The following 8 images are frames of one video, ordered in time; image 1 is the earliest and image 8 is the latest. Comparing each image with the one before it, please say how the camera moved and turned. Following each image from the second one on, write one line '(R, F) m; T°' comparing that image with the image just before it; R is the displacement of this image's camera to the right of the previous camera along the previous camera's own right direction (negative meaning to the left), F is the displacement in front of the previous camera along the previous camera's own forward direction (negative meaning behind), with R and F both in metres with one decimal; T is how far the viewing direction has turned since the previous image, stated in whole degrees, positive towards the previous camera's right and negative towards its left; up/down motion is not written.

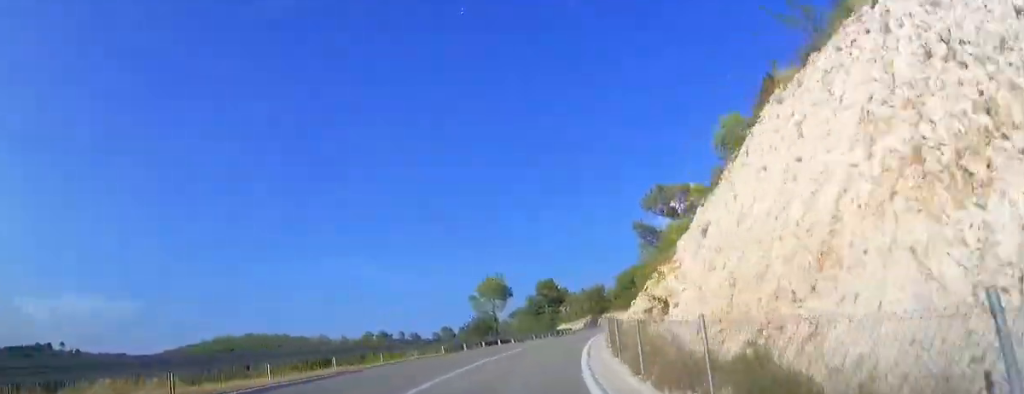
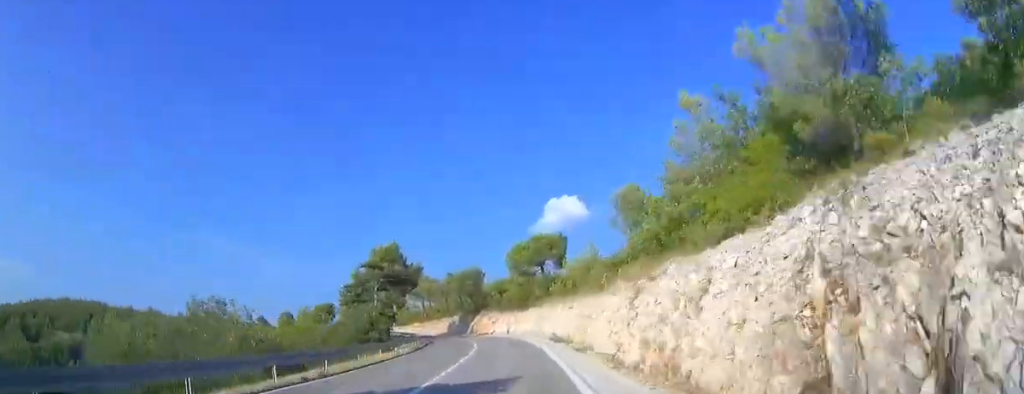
(+6.4, +45.1) m; +12°
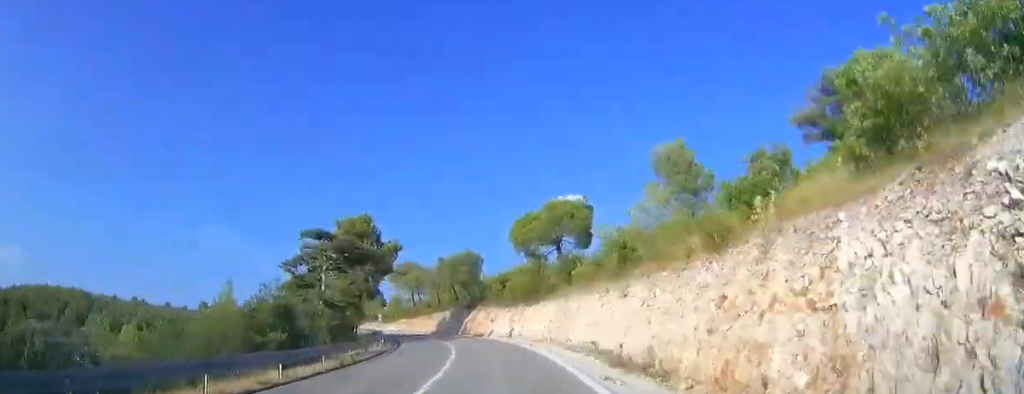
(+0.5, +15.0) m; +1°
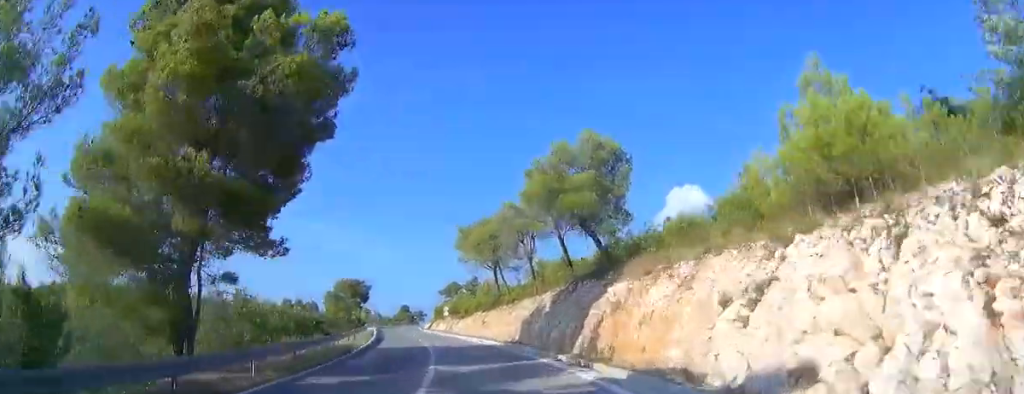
(-0.9, +37.0) m; -8°
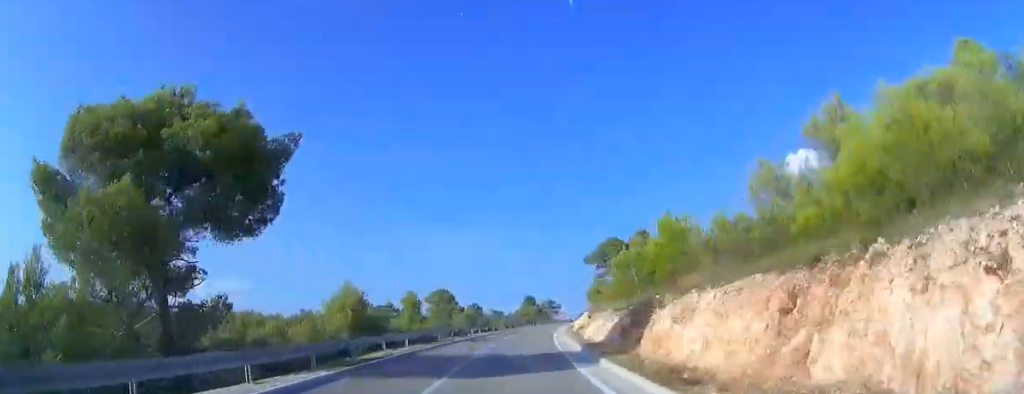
(-10.9, +67.4) m; -13°
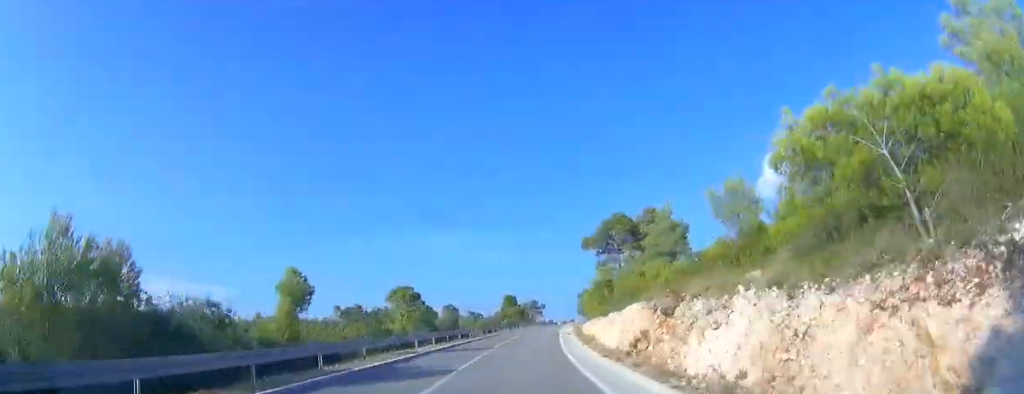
(-0.1, +19.8) m; +1°
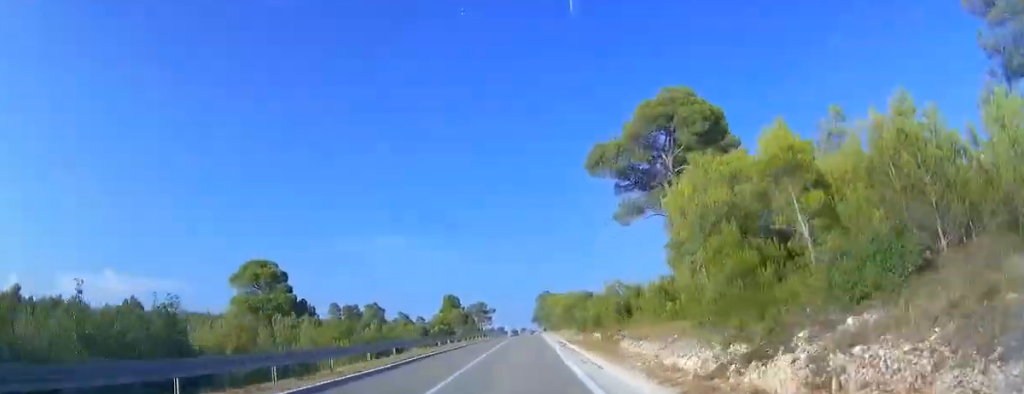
(+0.6, +38.6) m; +3°
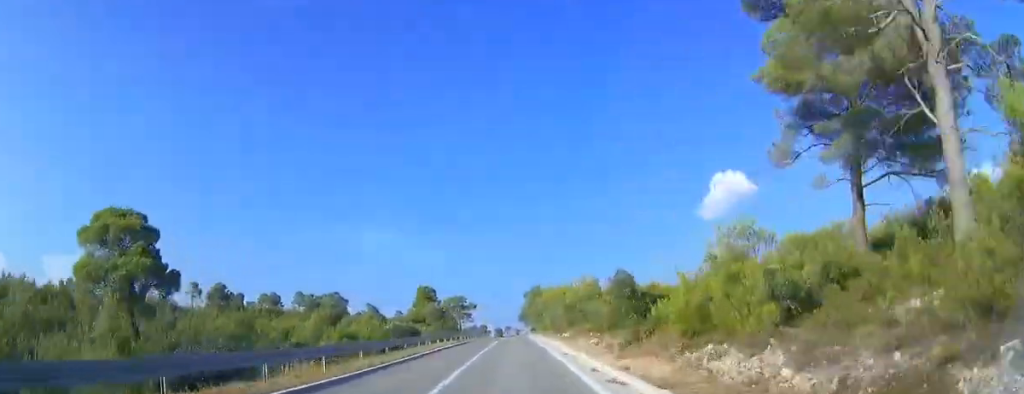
(+0.1, +20.2) m; +2°
